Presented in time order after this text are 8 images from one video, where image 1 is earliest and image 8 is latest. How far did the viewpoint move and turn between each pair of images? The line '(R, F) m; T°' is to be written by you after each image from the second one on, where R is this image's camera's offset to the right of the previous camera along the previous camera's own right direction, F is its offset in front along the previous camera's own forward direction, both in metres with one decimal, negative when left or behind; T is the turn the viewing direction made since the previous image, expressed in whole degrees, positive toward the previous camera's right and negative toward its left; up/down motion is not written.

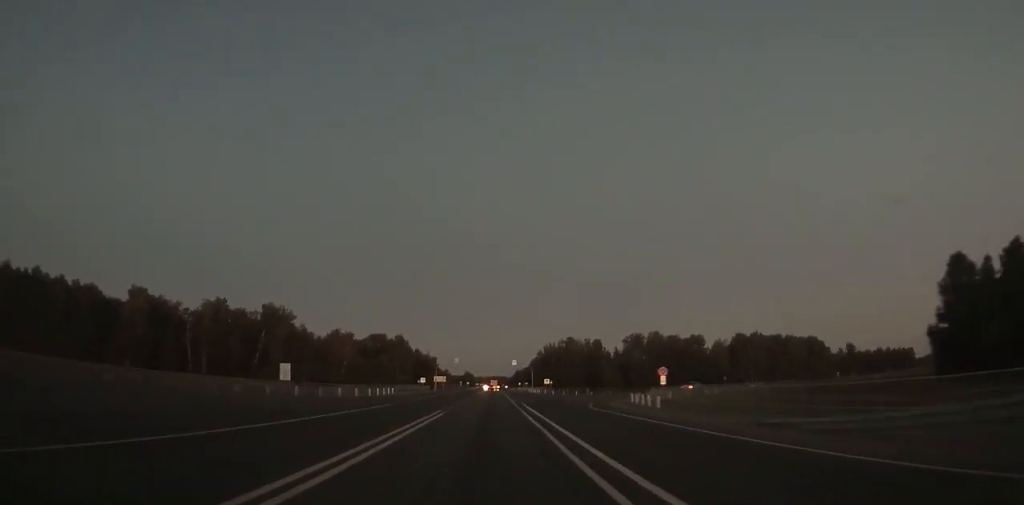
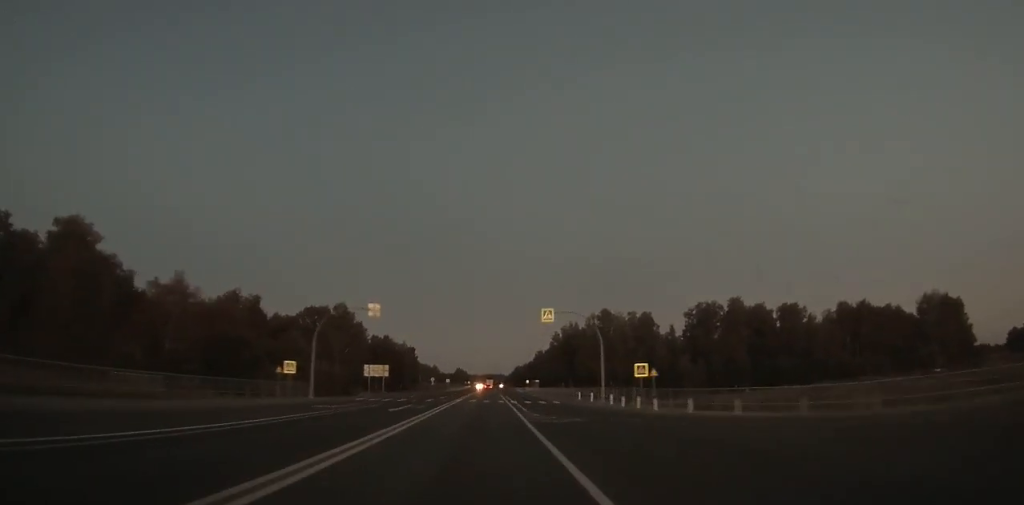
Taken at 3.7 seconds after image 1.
(+0.1, +82.4) m; 0°
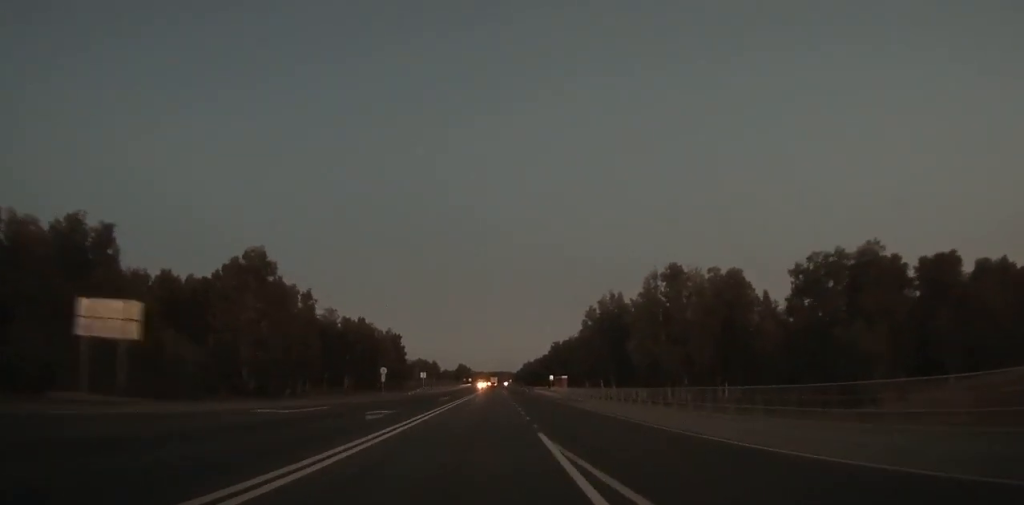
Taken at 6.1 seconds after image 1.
(+0.1, +55.1) m; 0°
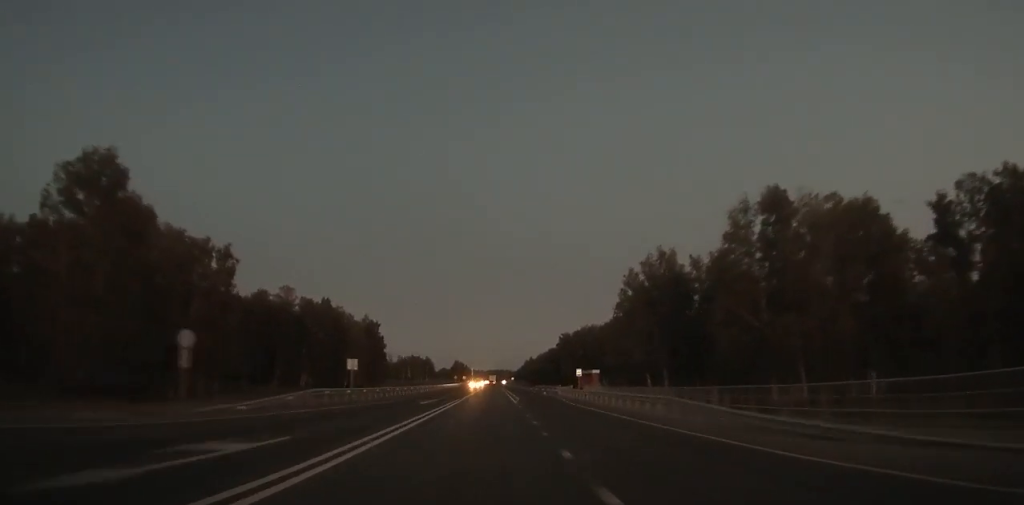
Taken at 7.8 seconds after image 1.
(0.0, +40.0) m; 0°
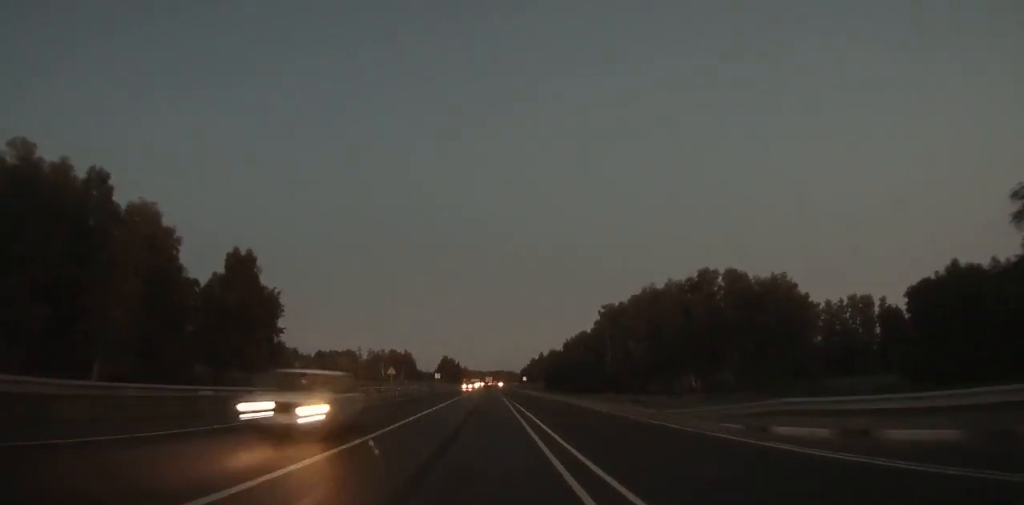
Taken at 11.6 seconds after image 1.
(0.0, +91.1) m; 0°
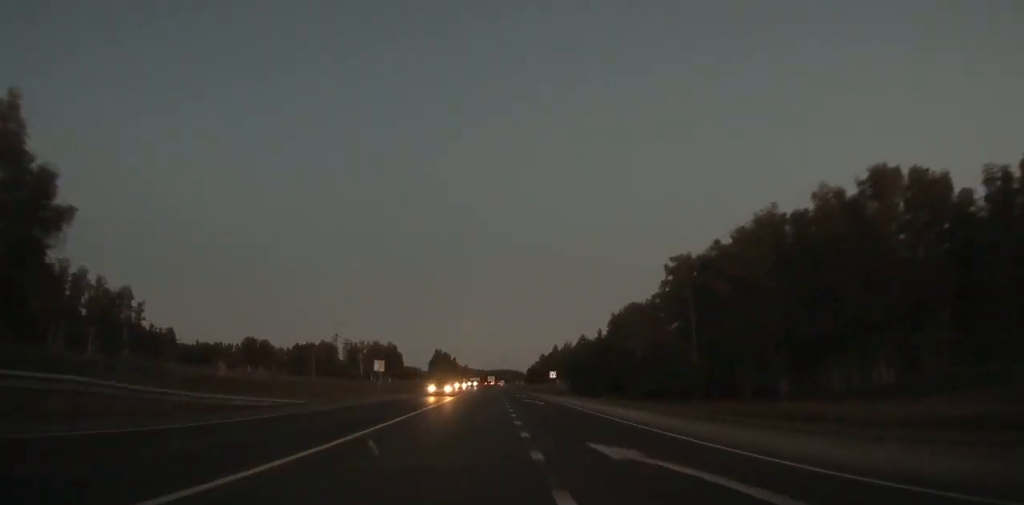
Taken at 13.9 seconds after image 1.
(-0.1, +56.6) m; 0°
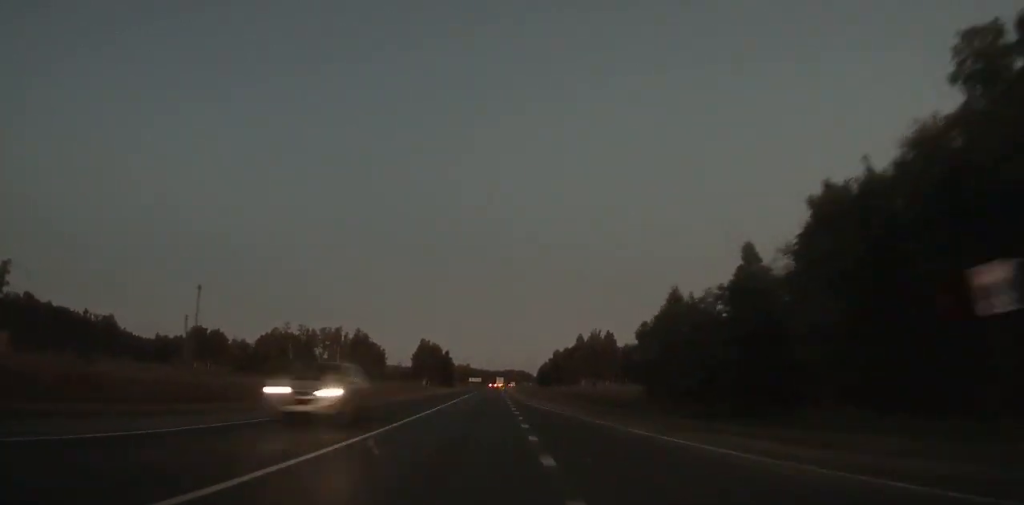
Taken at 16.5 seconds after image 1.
(-0.3, +64.9) m; 0°
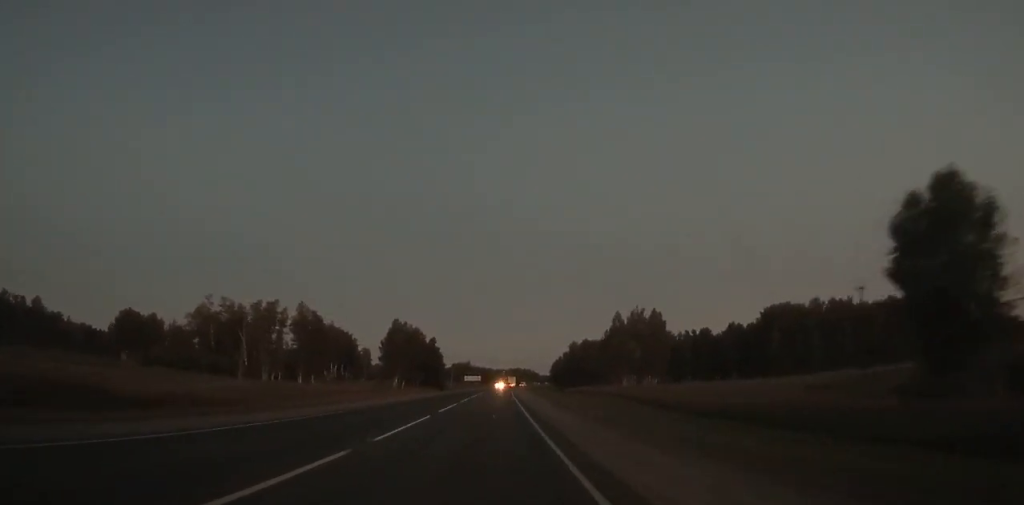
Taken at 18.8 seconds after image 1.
(-0.3, +58.4) m; 0°
